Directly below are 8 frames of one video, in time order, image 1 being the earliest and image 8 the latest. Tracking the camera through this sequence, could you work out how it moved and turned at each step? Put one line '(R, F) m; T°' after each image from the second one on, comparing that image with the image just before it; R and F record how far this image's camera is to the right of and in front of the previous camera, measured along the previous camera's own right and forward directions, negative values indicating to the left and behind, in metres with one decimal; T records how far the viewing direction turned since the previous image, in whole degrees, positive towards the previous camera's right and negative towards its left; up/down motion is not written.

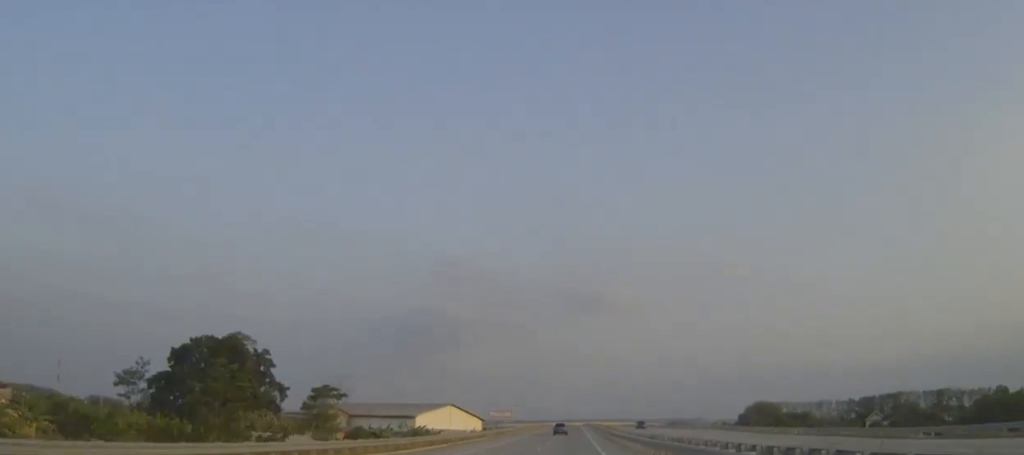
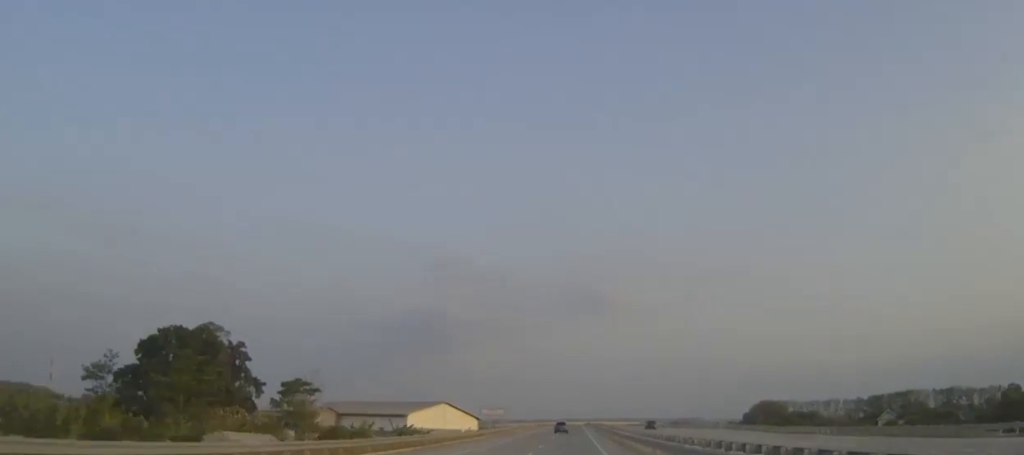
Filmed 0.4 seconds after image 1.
(0.0, +10.9) m; 0°
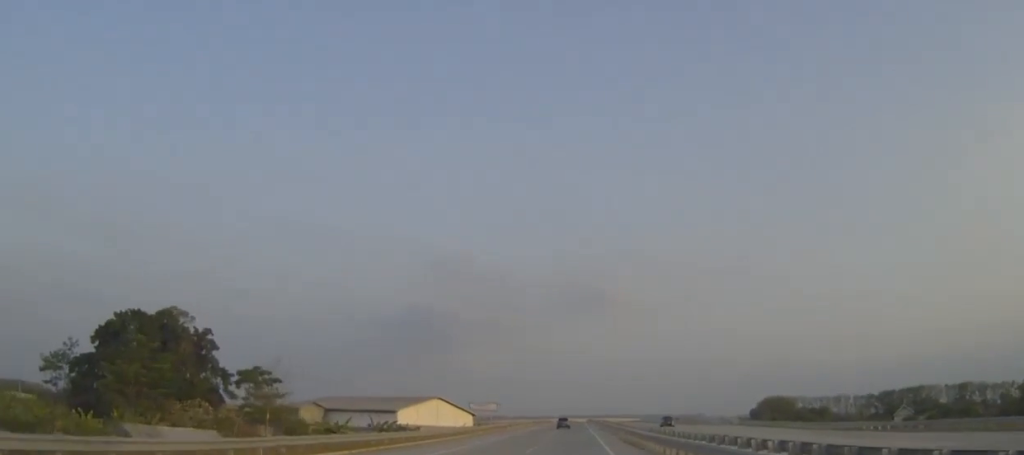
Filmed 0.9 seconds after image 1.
(0.0, +12.7) m; 0°
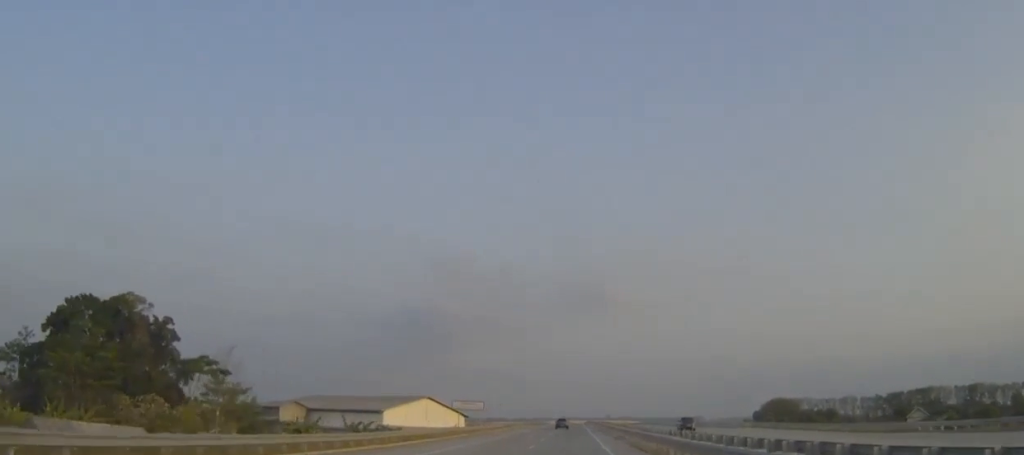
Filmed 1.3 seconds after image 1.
(0.0, +11.8) m; 0°
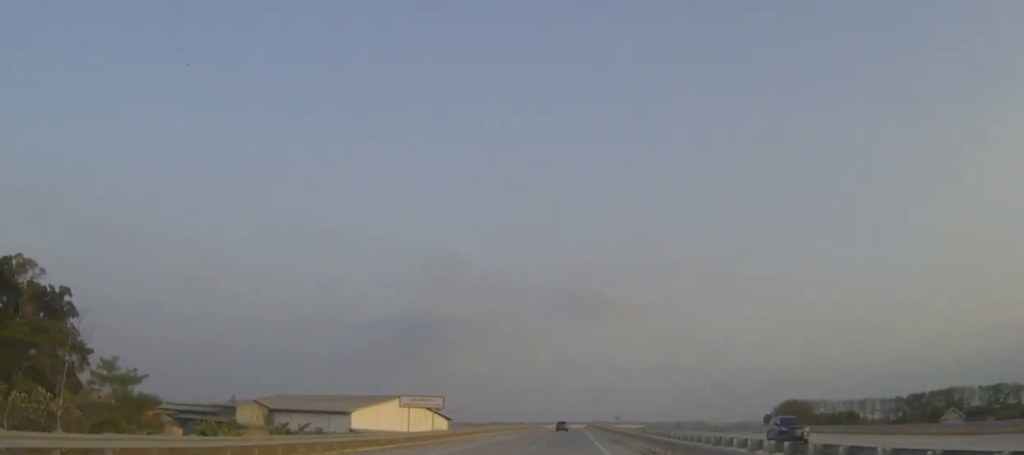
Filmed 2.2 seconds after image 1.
(0.0, +24.4) m; 0°
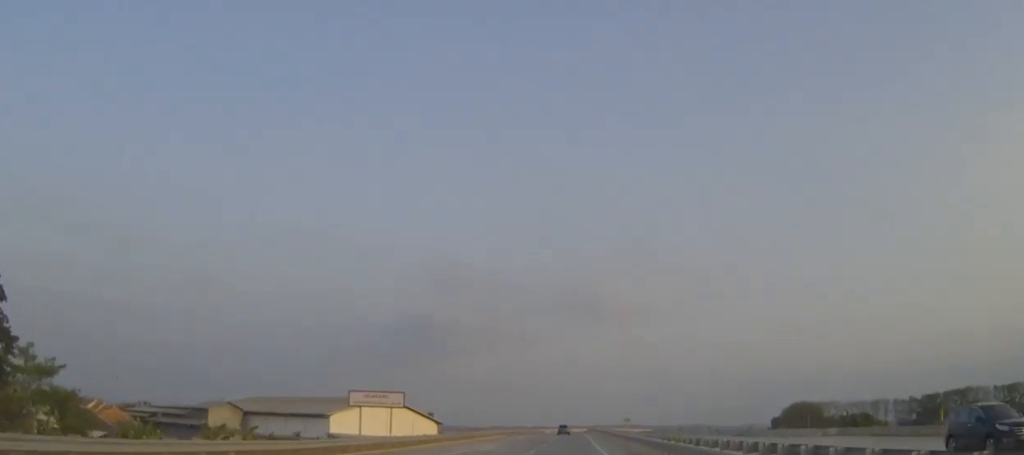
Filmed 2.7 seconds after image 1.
(0.0, +13.6) m; 0°
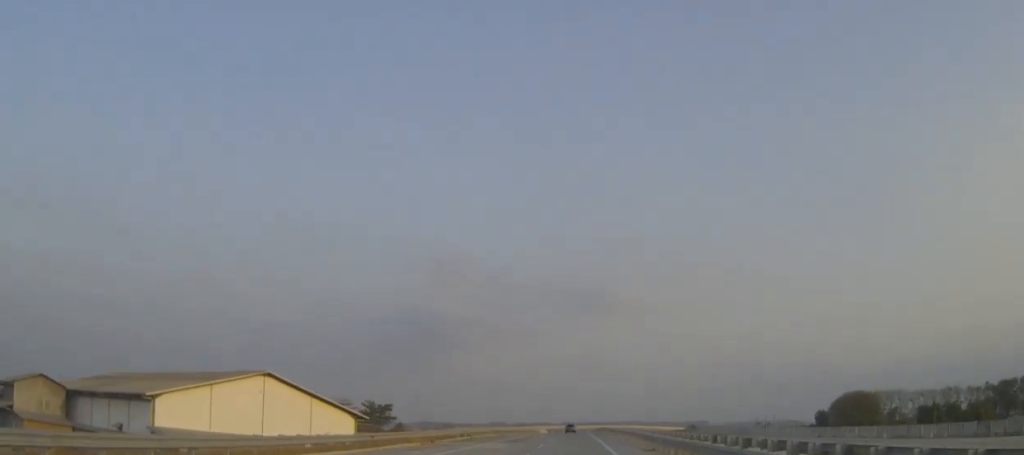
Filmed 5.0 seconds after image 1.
(-0.1, +62.1) m; 0°
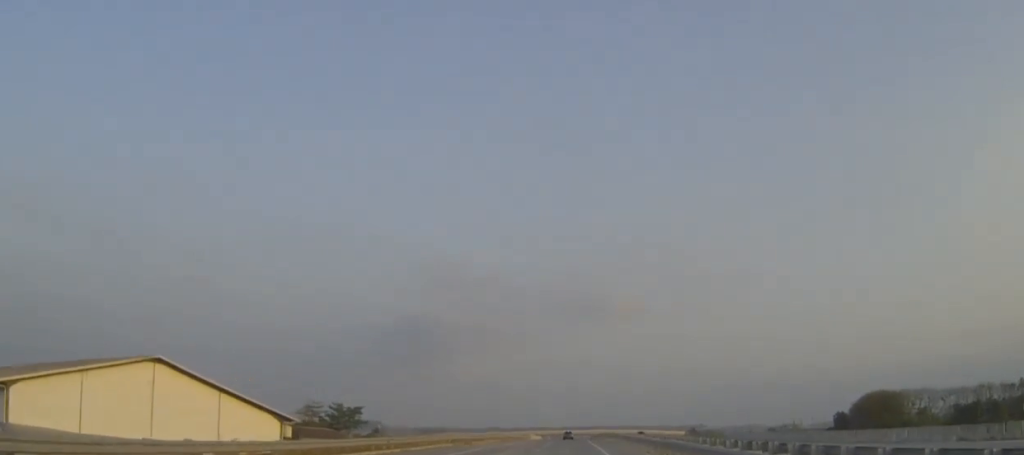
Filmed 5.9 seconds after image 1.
(0.0, +24.7) m; 0°
